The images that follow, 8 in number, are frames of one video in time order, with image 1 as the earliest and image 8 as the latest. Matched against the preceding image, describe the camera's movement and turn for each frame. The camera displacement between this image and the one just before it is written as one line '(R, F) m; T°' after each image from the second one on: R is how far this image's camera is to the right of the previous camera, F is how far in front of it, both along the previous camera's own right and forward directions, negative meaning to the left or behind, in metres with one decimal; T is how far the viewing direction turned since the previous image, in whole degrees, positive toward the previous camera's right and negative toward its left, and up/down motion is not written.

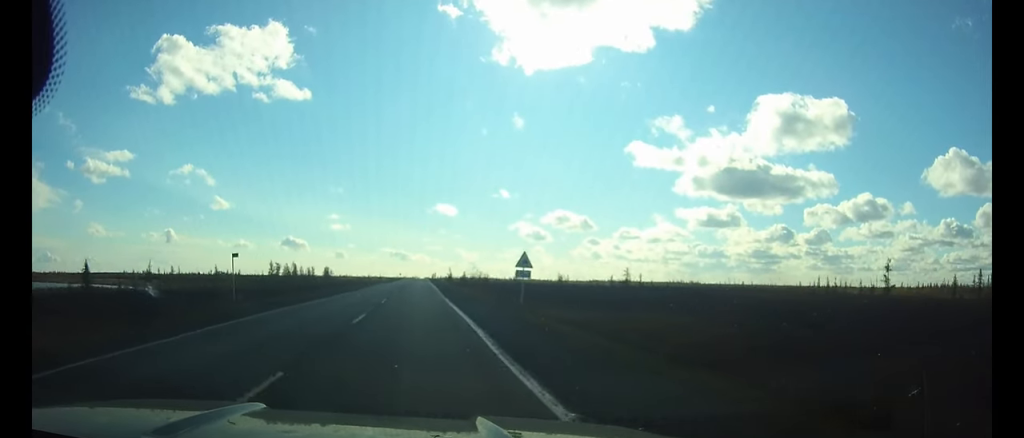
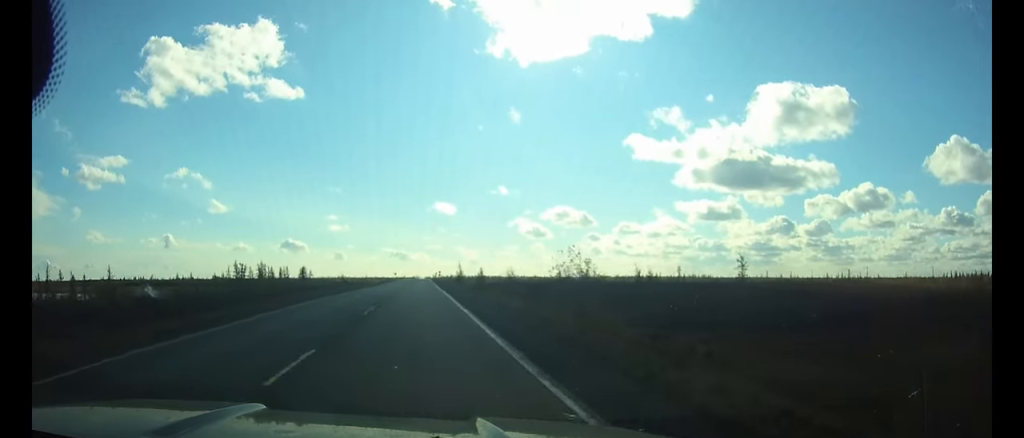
(0.0, +45.5) m; 0°
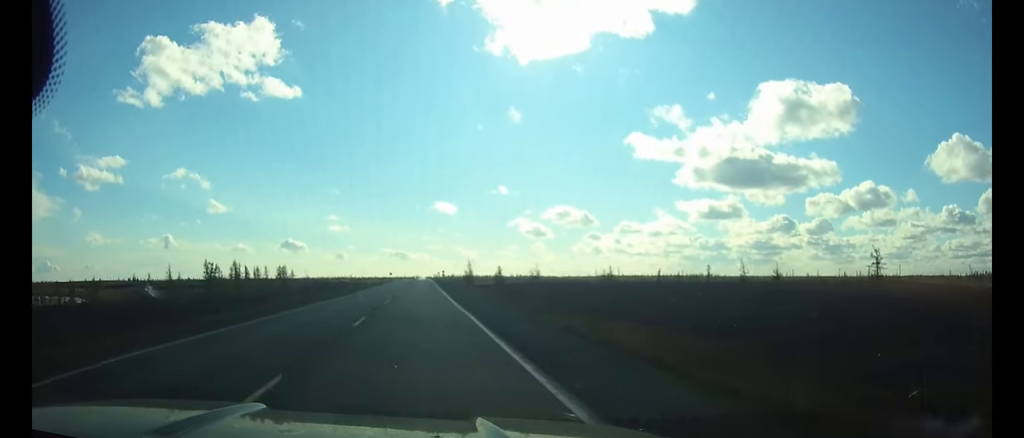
(0.0, +26.2) m; 0°
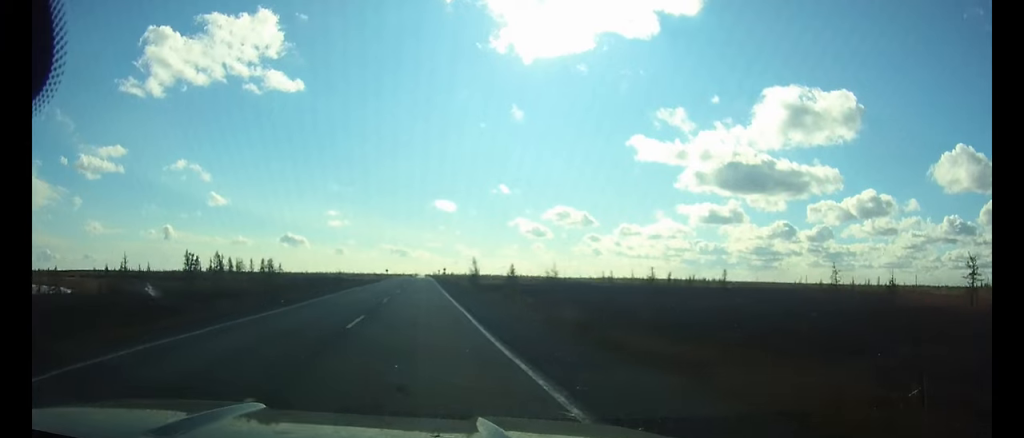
(0.0, +13.7) m; 0°
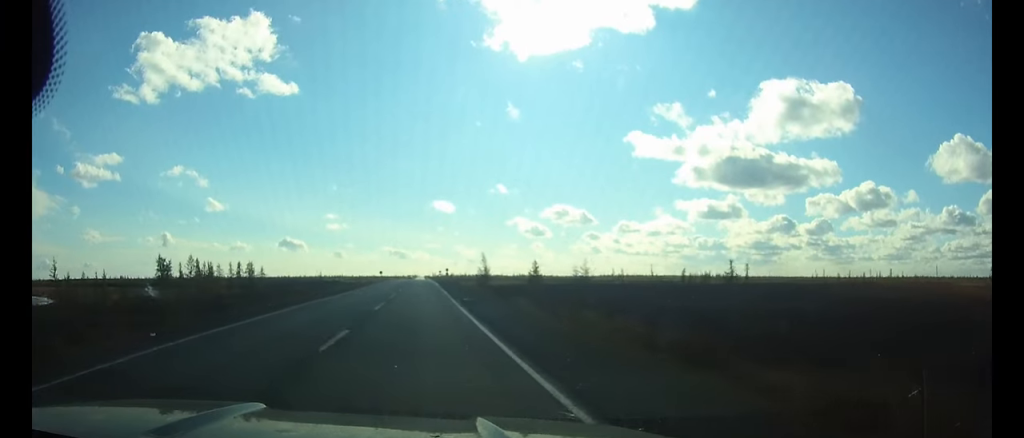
(0.0, +16.0) m; 0°
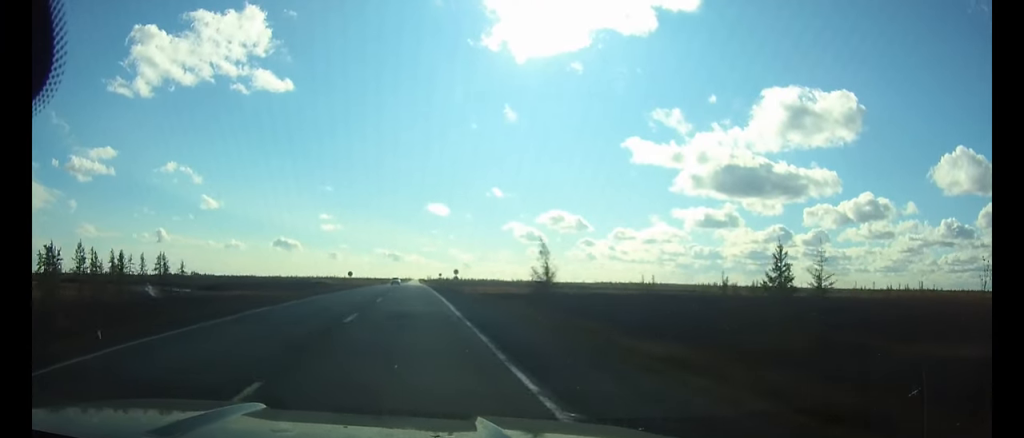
(+0.1, +43.1) m; 0°
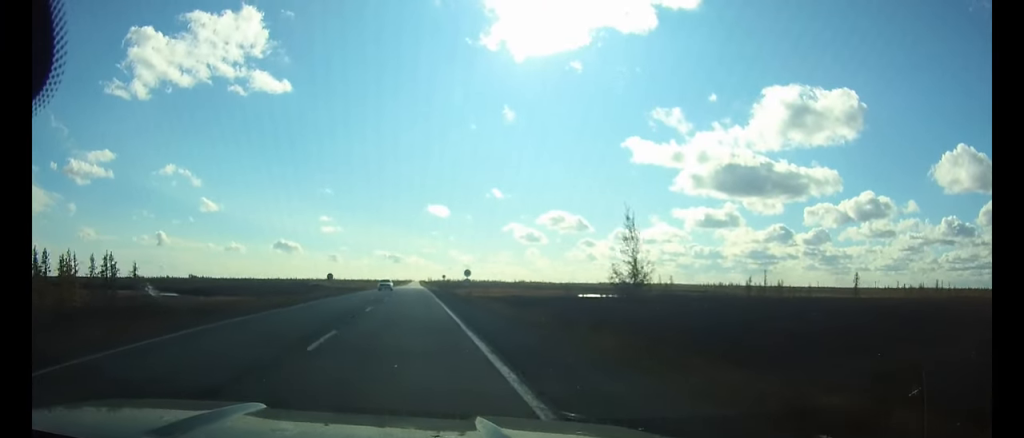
(0.0, +15.6) m; 0°
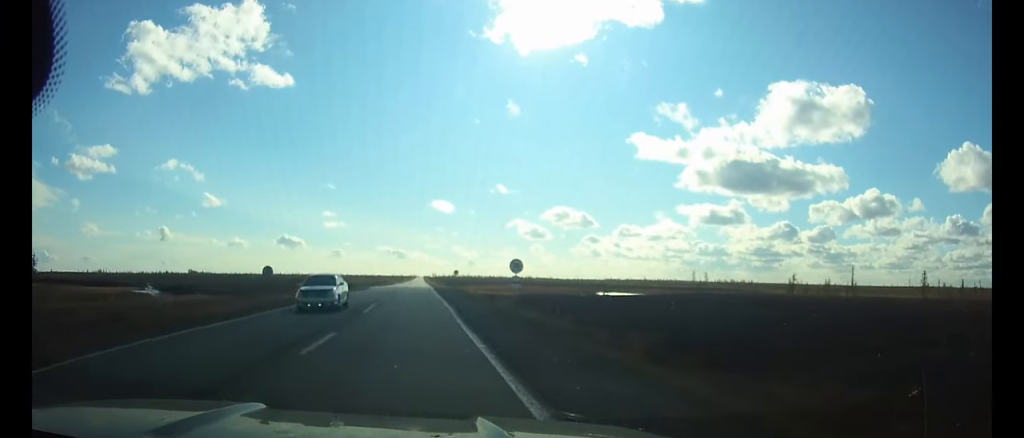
(-0.1, +24.3) m; 0°
